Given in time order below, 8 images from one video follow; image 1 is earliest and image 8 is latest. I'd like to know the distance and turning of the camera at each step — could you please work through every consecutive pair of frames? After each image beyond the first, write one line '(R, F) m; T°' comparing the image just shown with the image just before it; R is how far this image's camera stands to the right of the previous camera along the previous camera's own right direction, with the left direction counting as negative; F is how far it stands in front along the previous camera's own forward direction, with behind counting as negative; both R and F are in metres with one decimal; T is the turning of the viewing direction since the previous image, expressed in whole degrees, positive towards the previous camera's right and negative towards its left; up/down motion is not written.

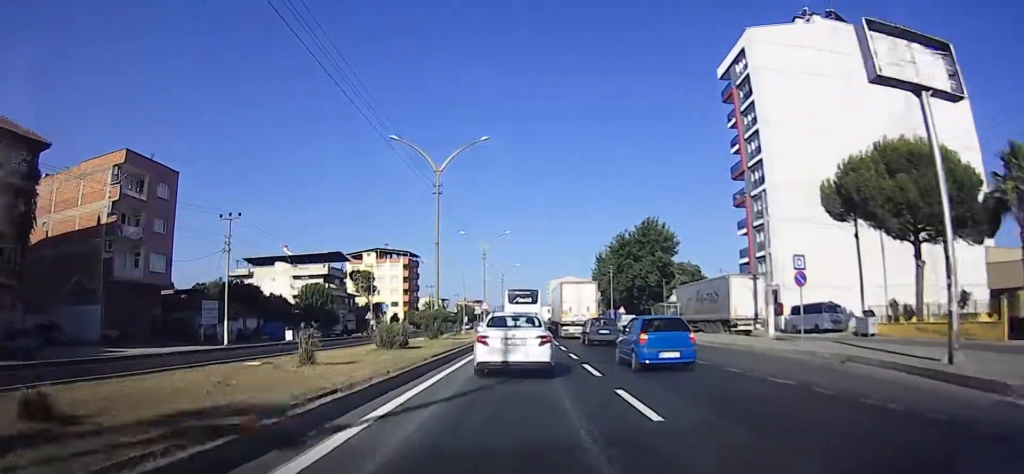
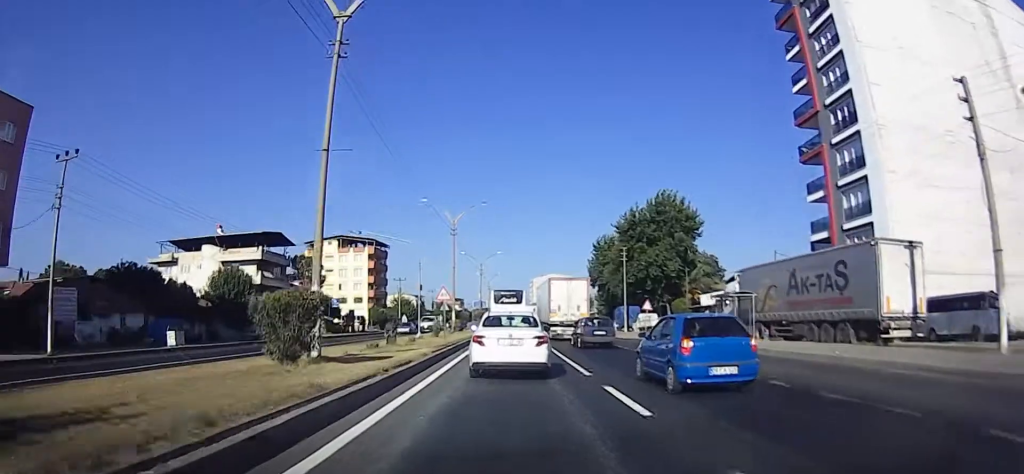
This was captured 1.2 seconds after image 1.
(+0.1, +17.5) m; +2°
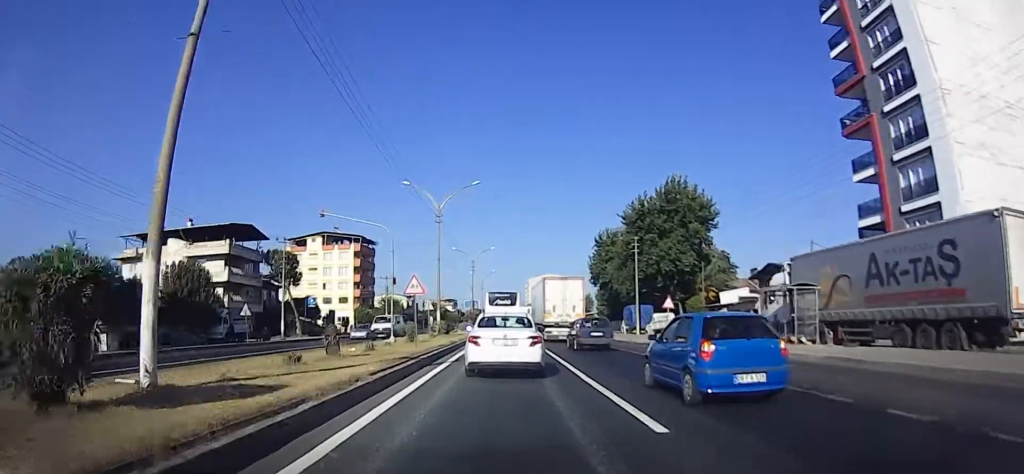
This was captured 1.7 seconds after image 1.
(+0.1, +7.4) m; 0°
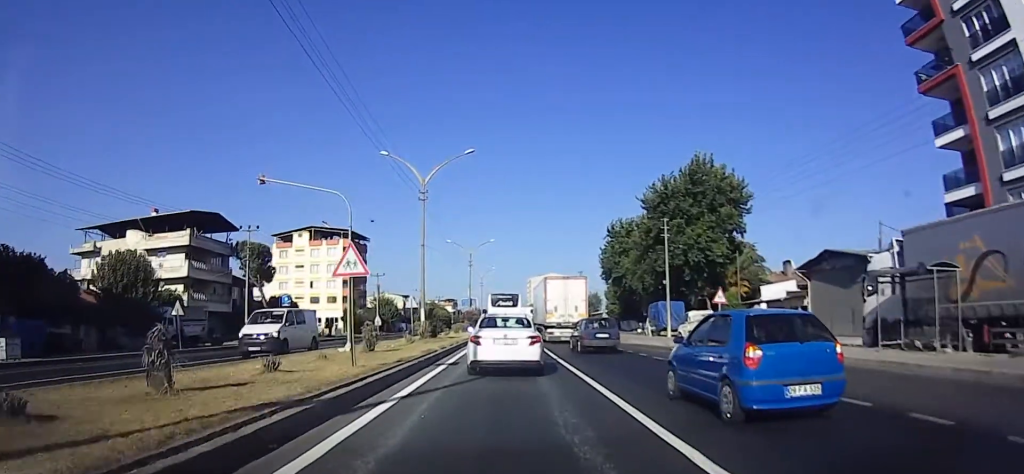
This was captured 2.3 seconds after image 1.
(+0.2, +8.9) m; 0°
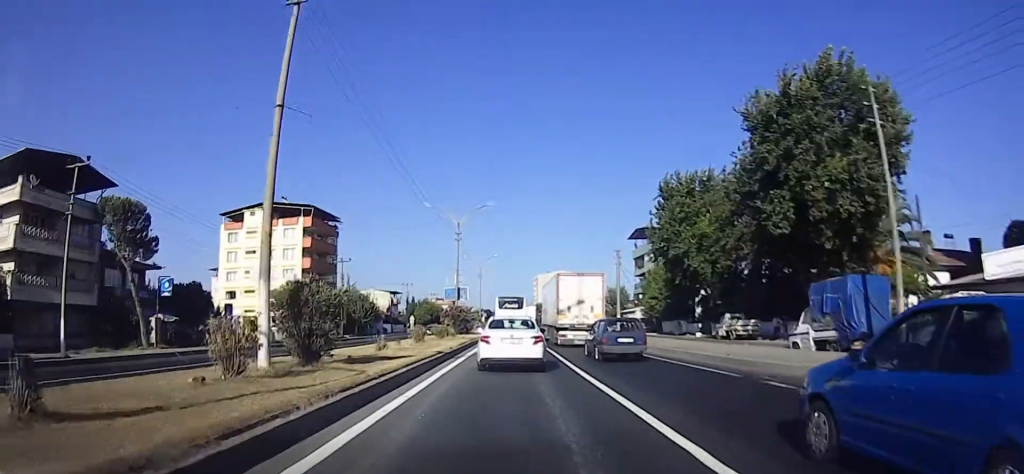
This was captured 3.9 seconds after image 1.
(-0.1, +24.6) m; 0°
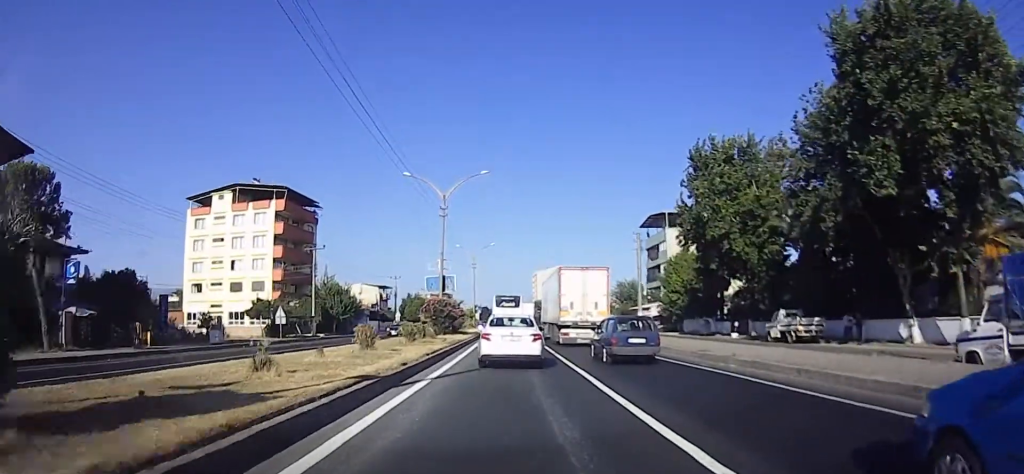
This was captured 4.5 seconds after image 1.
(+0.1, +10.8) m; 0°
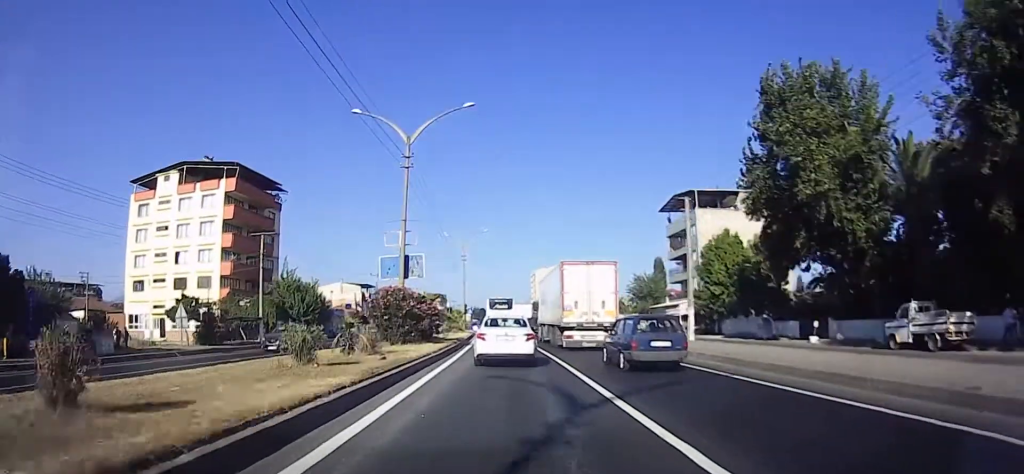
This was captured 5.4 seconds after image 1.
(-0.1, +15.0) m; 0°
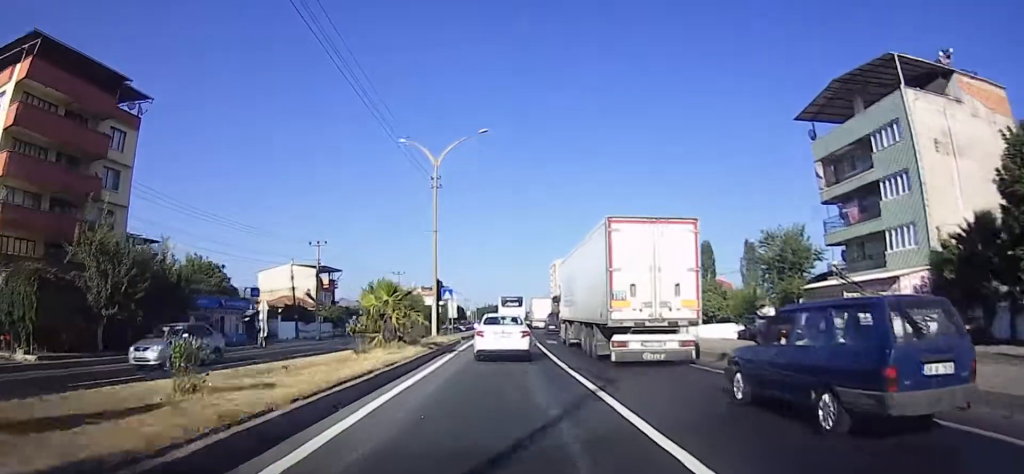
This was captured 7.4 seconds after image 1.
(-0.1, +35.6) m; -1°
